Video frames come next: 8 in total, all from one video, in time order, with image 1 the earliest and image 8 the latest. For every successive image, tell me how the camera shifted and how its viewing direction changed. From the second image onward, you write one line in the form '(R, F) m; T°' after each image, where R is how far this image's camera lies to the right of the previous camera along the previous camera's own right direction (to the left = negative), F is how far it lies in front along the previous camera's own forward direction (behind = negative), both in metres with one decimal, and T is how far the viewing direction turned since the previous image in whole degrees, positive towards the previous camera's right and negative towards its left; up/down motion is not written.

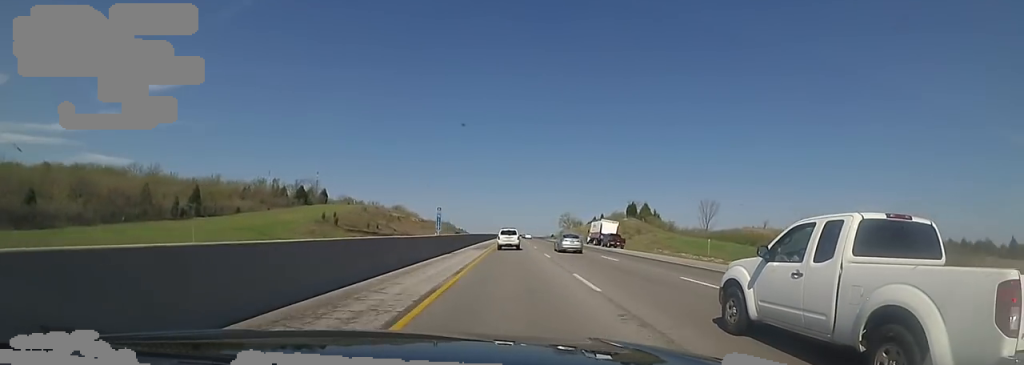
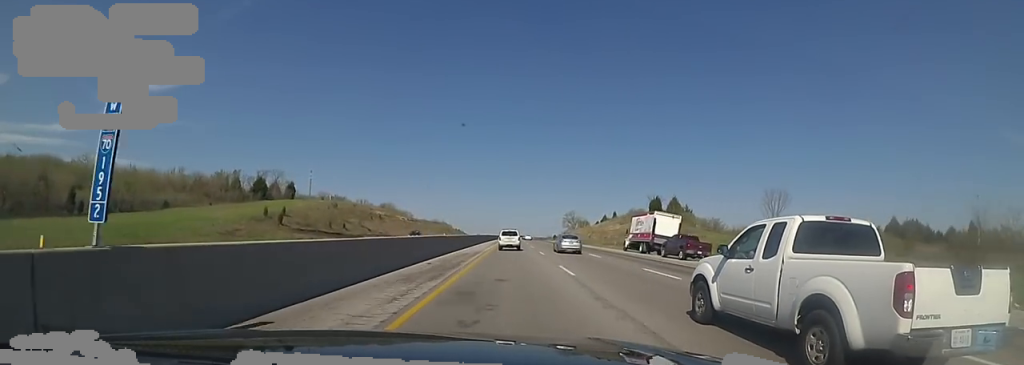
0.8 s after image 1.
(0.0, +26.2) m; 0°
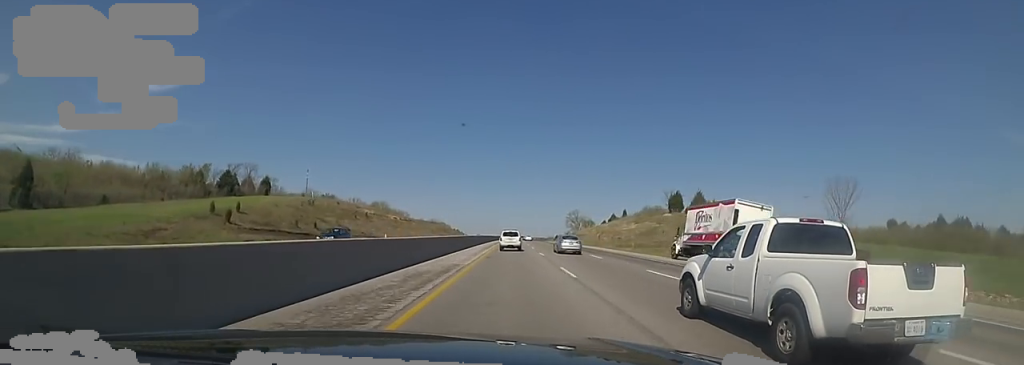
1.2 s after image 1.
(0.0, +15.9) m; 0°
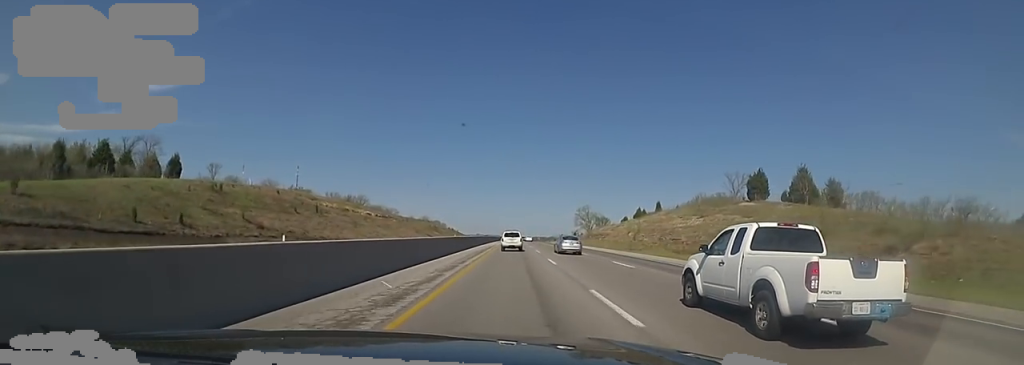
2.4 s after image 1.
(0.0, +38.8) m; 0°
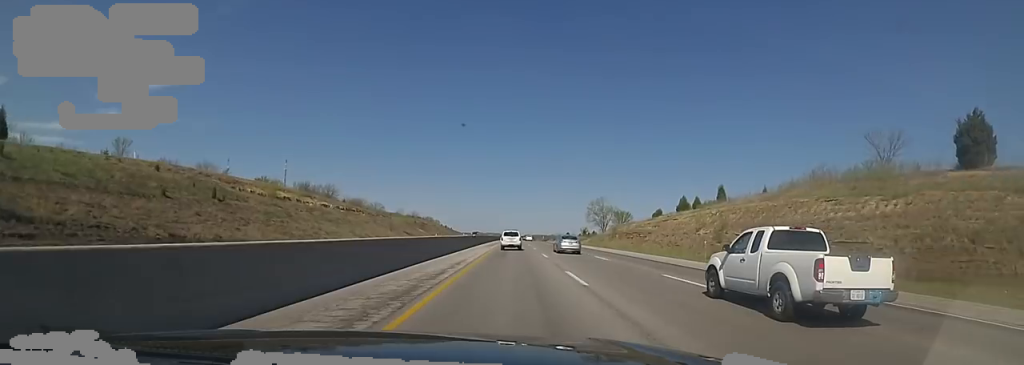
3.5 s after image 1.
(0.0, +39.7) m; 0°
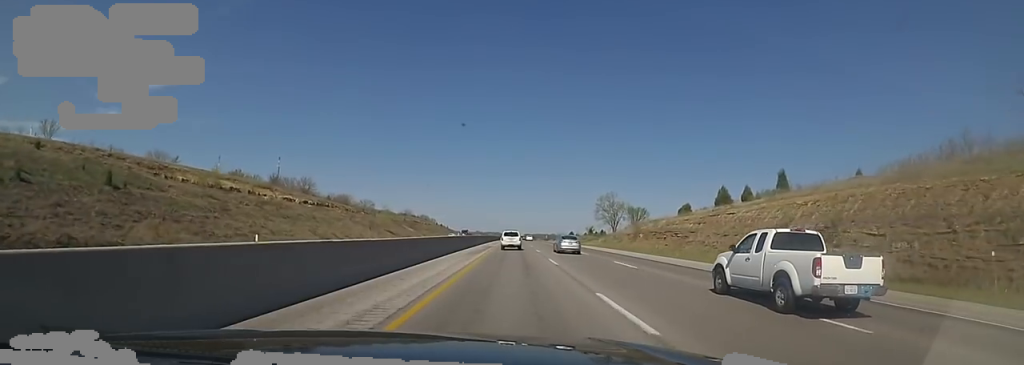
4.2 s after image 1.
(0.0, +21.6) m; 0°
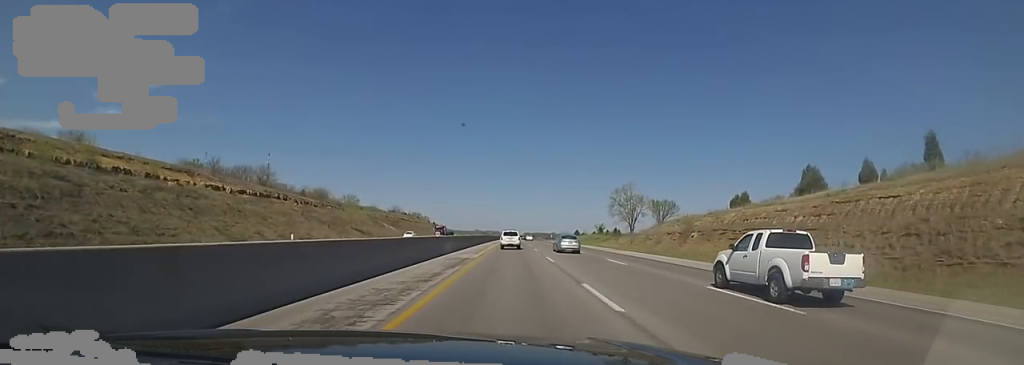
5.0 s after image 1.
(0.0, +28.5) m; 0°
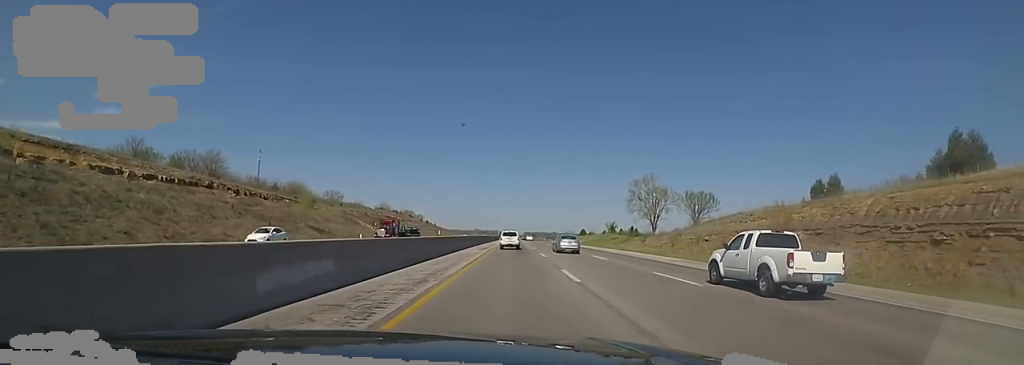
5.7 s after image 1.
(0.0, +25.3) m; 0°
